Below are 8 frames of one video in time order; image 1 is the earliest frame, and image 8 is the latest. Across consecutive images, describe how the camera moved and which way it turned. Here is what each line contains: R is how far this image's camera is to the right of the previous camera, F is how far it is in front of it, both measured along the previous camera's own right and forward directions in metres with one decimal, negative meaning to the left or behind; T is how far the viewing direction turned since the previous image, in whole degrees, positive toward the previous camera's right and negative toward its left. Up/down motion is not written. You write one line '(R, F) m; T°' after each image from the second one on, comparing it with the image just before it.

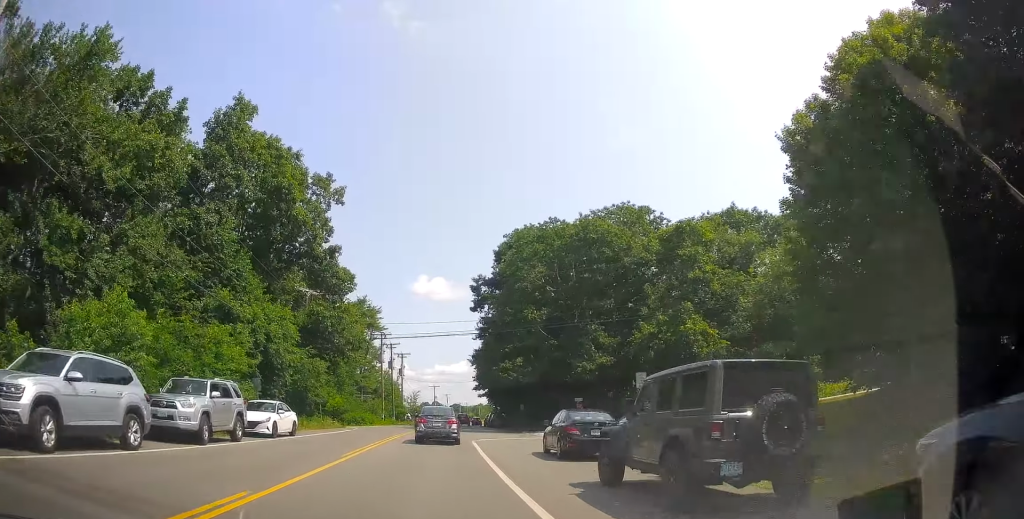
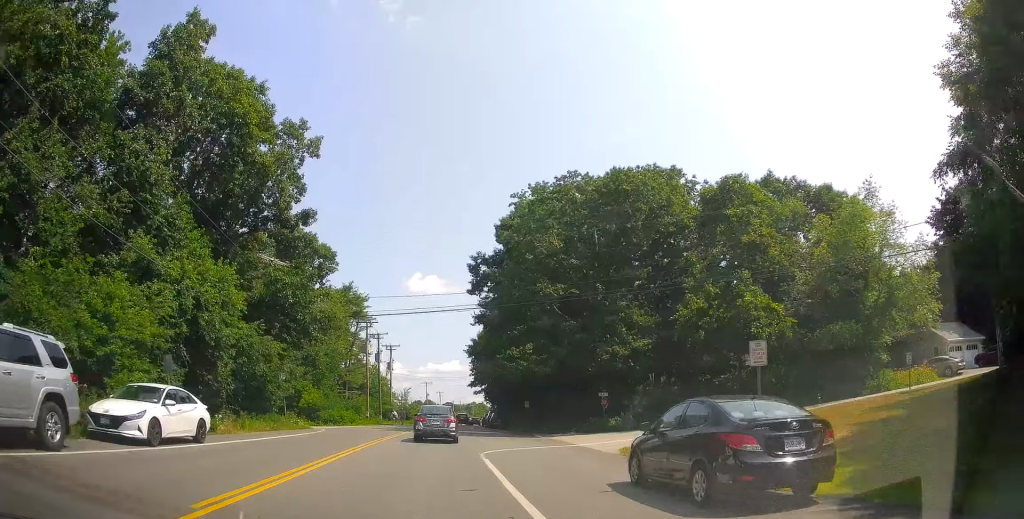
(0.0, +9.5) m; +1°
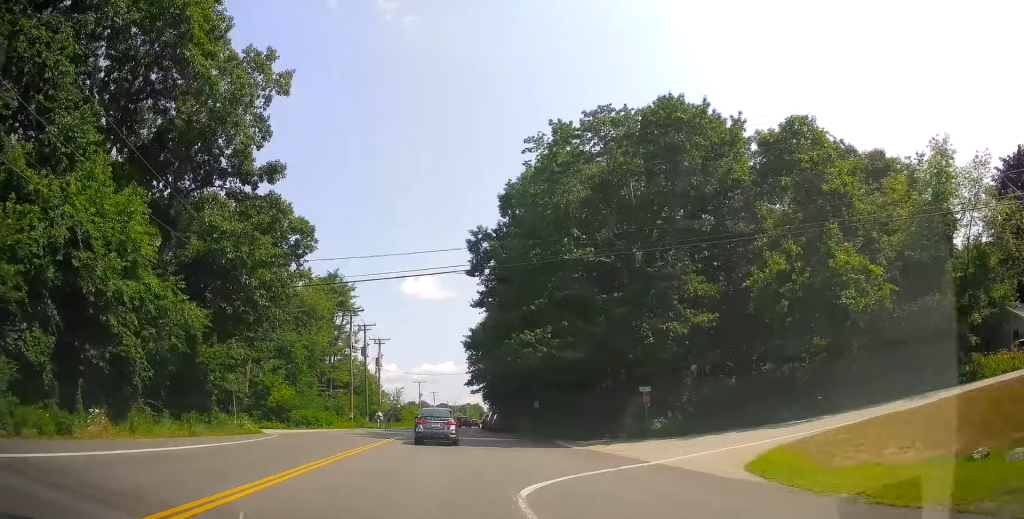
(+0.1, +9.3) m; +1°
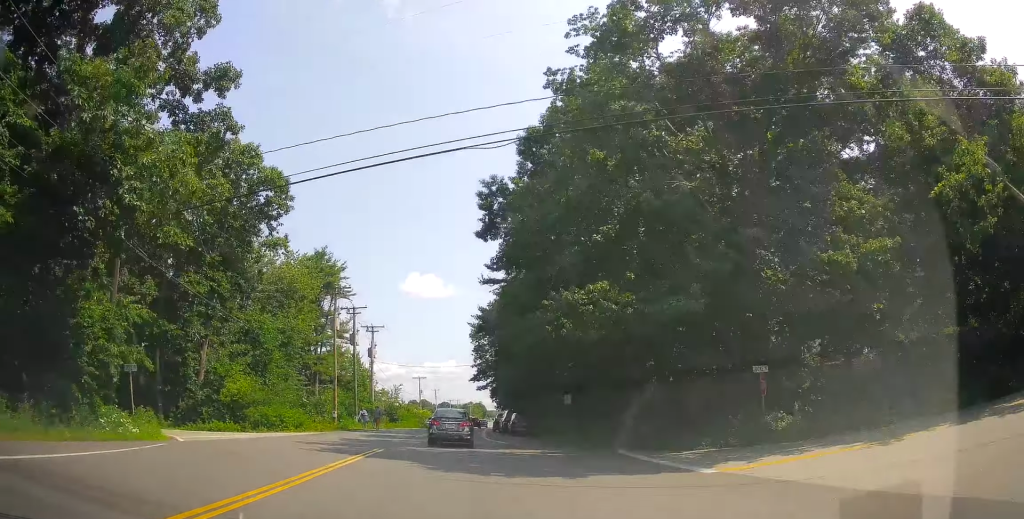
(0.0, +11.2) m; 0°
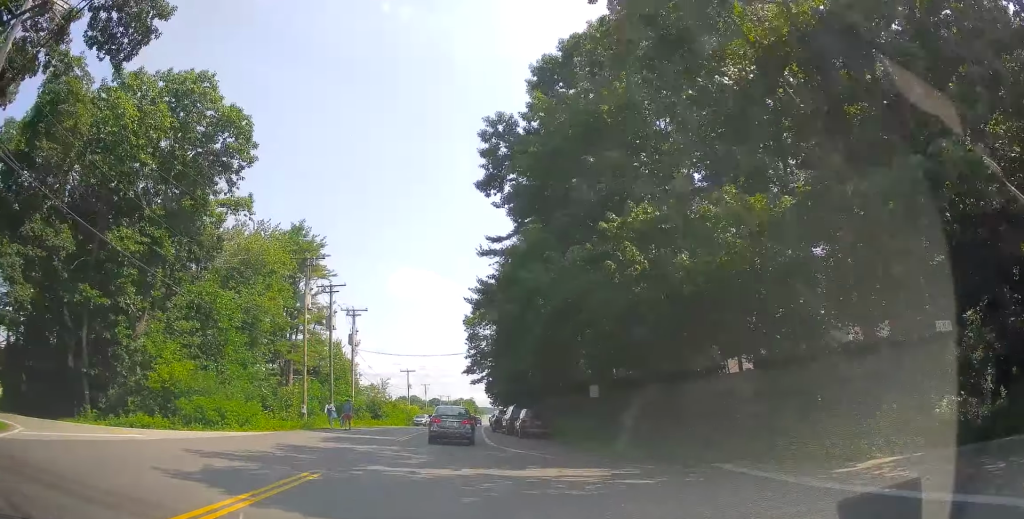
(0.0, +8.7) m; 0°
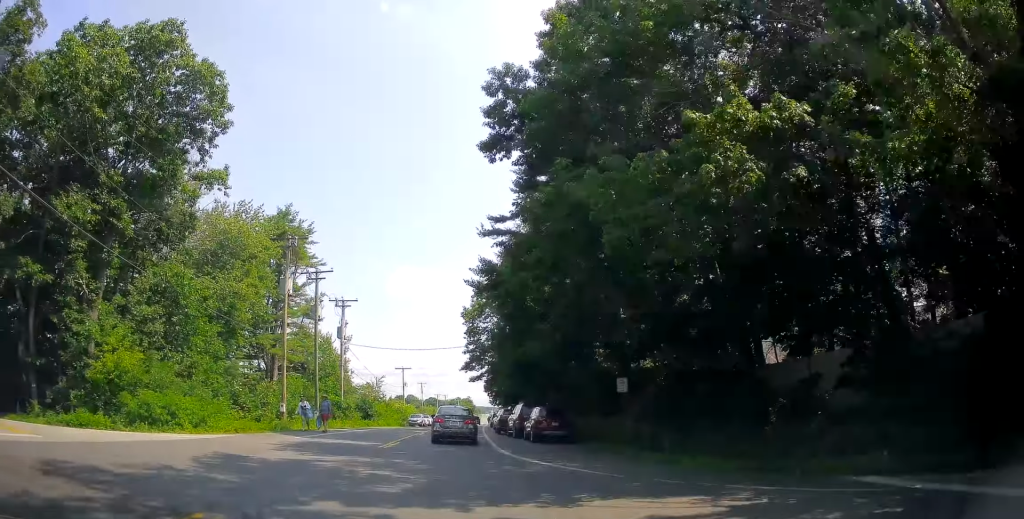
(0.0, +5.3) m; 0°
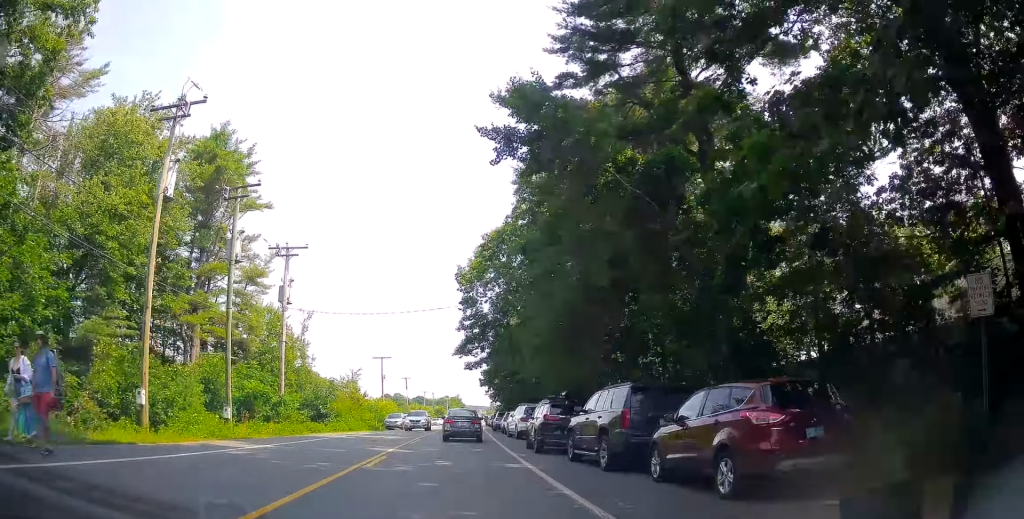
(-0.1, +19.5) m; +1°
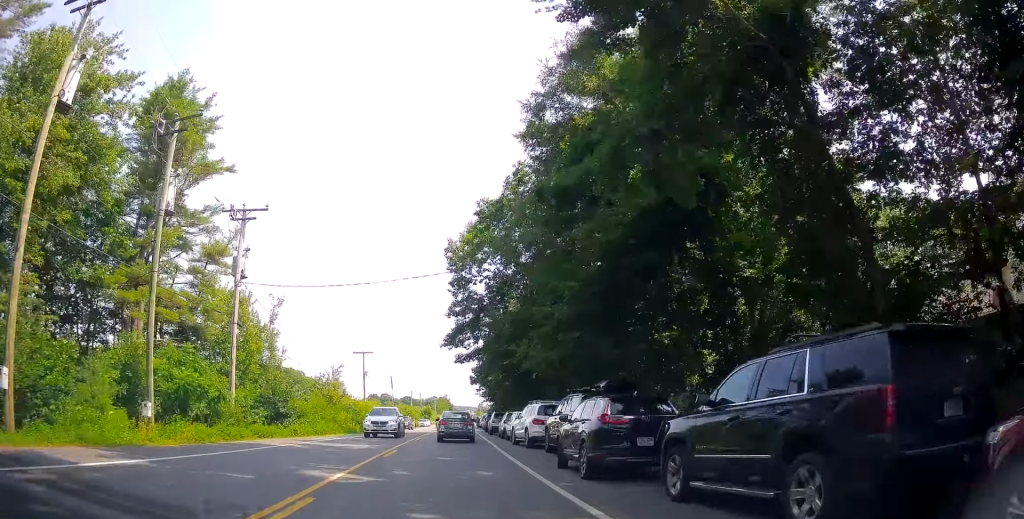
(+0.3, +8.0) m; -1°
